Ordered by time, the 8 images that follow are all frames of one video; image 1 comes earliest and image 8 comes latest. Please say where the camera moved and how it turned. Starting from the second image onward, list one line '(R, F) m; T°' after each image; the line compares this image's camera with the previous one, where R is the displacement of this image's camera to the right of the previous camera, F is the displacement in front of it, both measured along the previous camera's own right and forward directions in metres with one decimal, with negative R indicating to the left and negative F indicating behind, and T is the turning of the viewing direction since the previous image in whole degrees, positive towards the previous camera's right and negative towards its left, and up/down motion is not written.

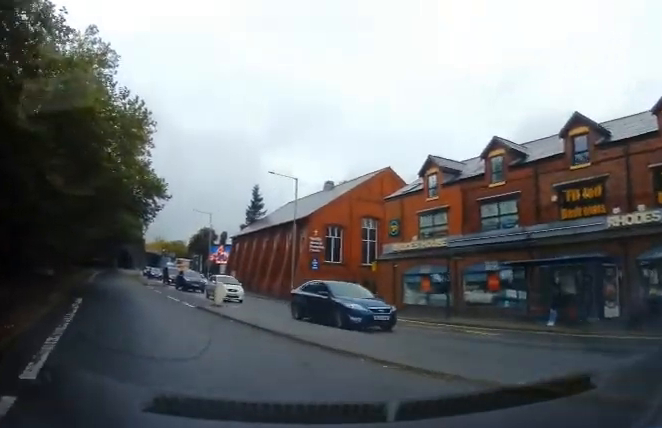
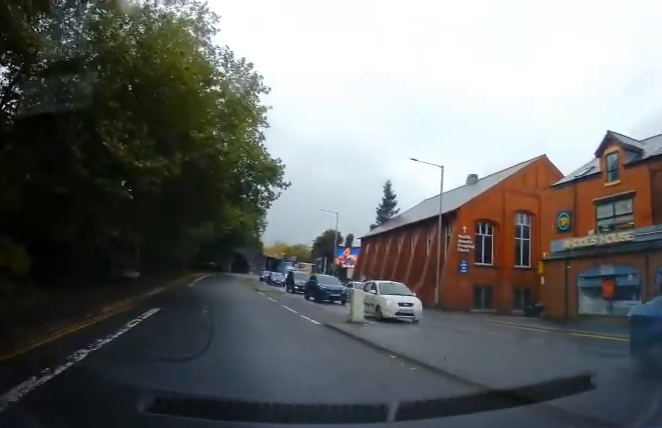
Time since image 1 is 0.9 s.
(-0.6, +5.8) m; -10°
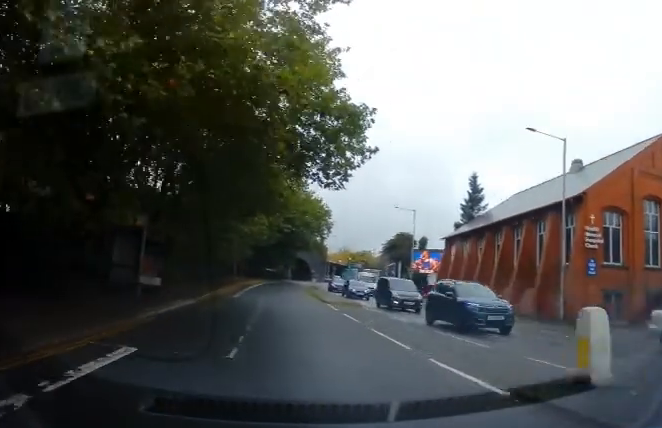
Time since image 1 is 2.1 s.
(-0.8, +8.6) m; -4°
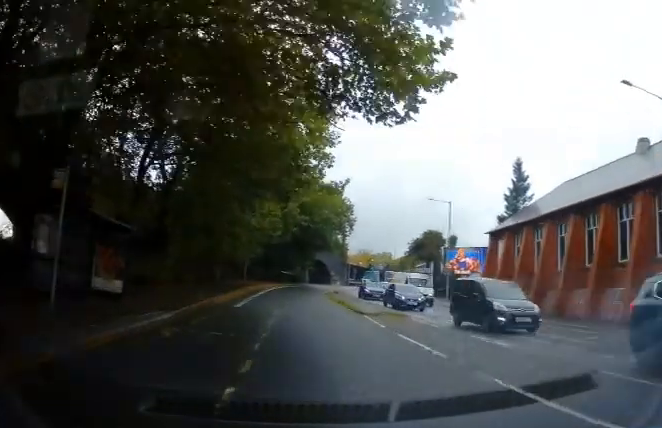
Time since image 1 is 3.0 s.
(+0.3, +7.2) m; -1°
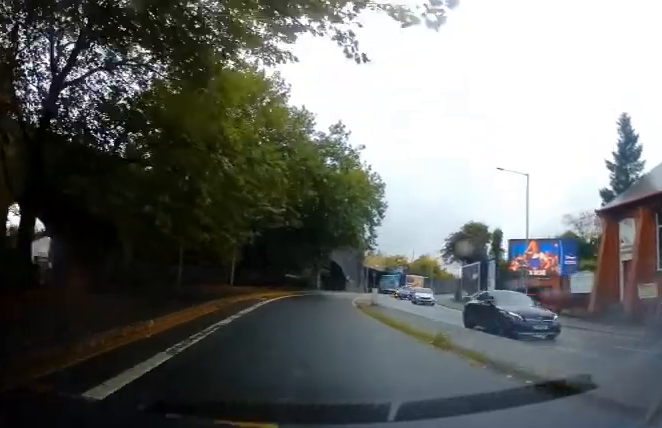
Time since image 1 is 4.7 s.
(-0.9, +15.3) m; -4°
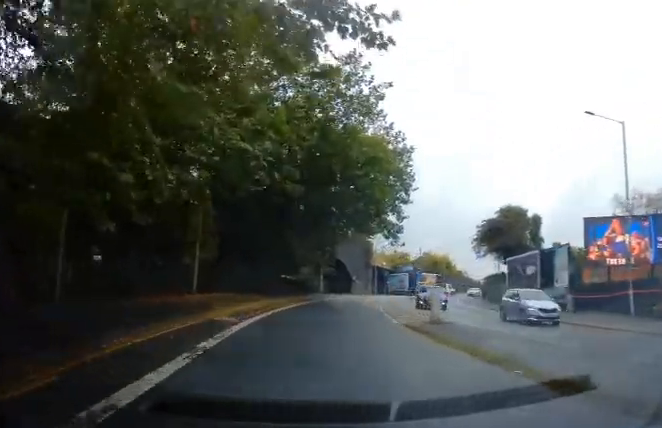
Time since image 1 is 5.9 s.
(+0.4, +11.5) m; +5°
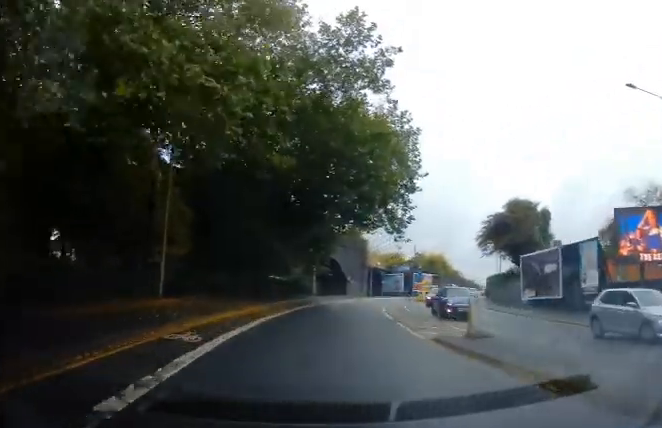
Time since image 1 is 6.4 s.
(-0.2, +4.1) m; +2°
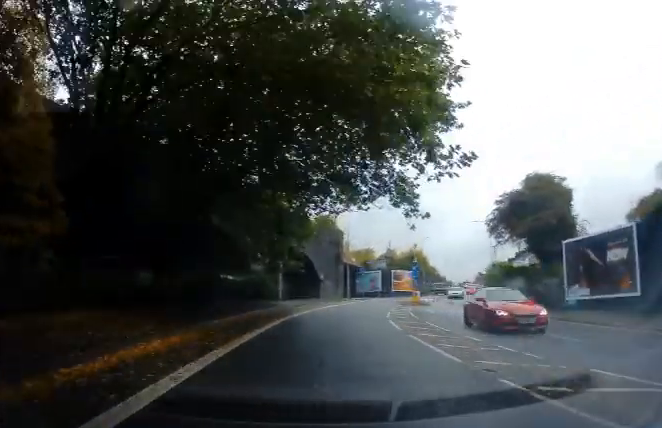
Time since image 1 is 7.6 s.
(+0.7, +10.3) m; +2°
